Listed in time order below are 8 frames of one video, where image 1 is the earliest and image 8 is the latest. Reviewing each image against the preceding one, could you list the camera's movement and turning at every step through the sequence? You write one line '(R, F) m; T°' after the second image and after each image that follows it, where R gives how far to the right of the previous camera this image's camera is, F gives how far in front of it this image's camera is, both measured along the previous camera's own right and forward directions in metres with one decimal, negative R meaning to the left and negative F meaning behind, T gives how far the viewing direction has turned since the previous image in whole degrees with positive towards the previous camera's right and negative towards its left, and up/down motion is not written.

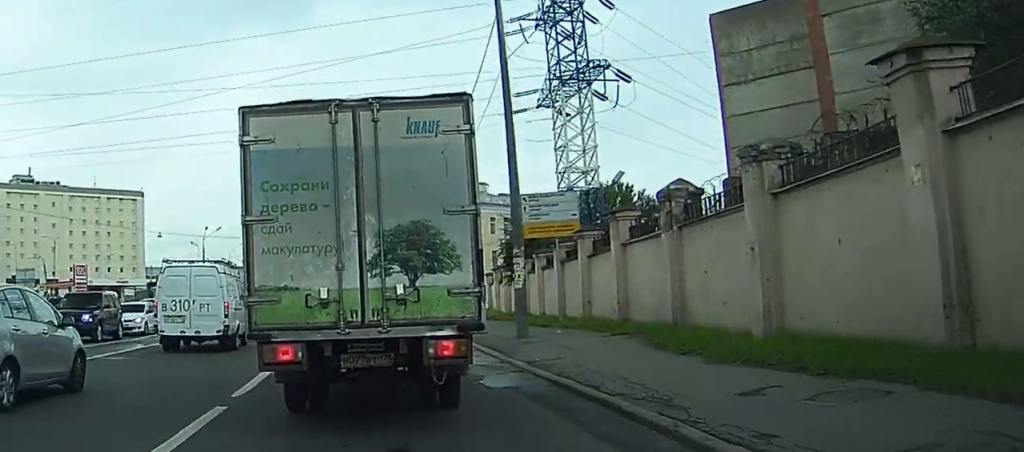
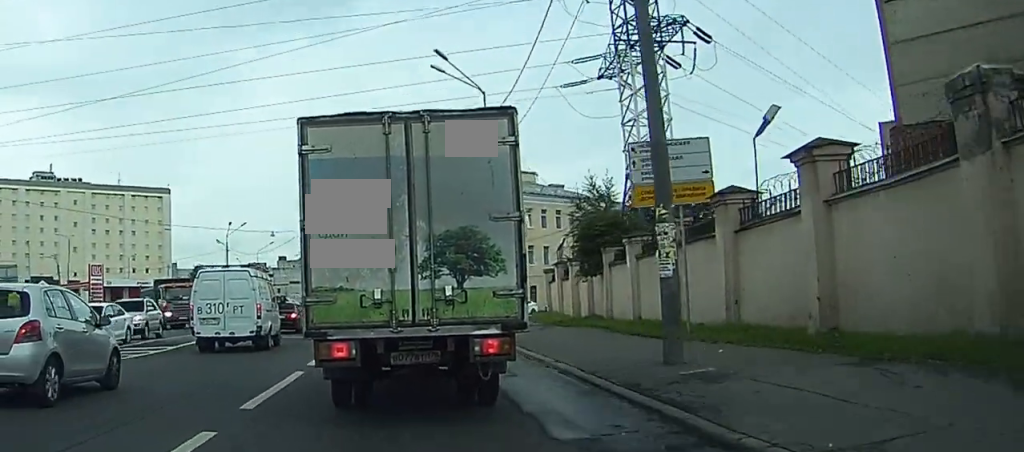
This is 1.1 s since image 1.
(0.0, +12.0) m; 0°
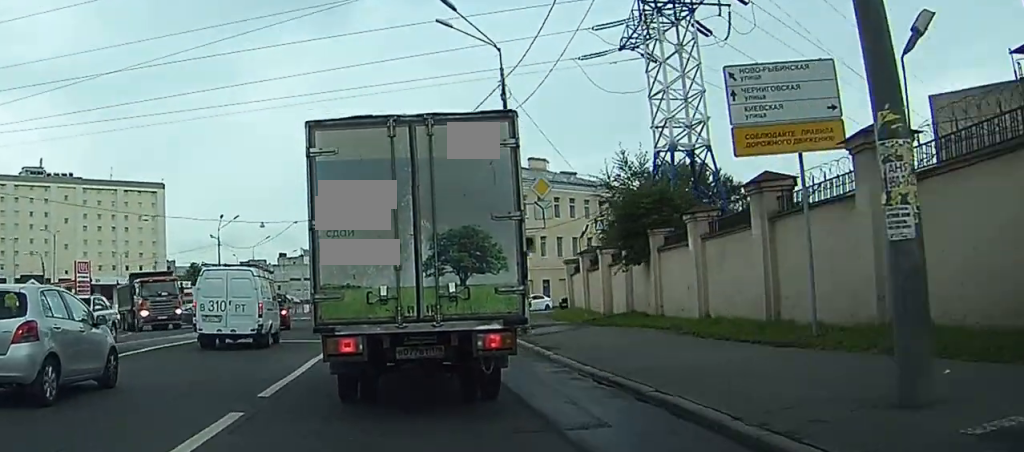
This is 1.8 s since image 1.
(+0.2, +8.1) m; -2°
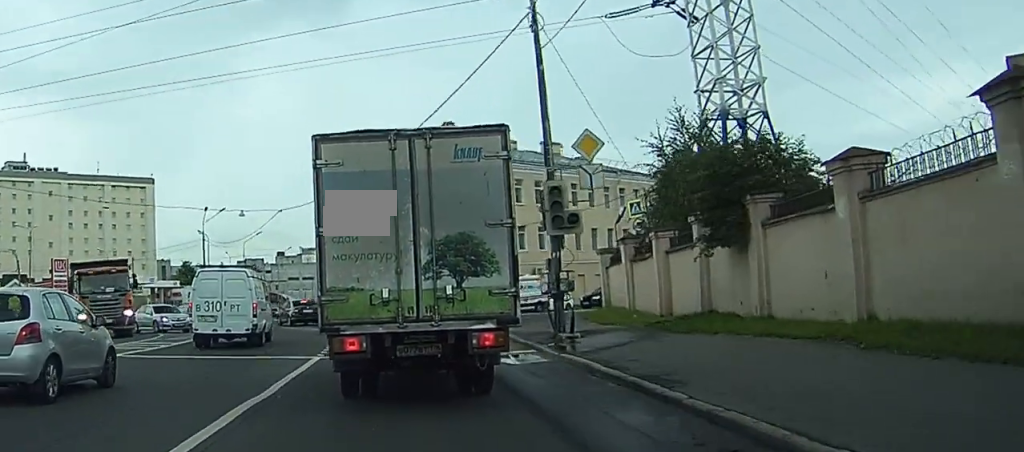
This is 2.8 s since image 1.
(-0.6, +11.5) m; -7°
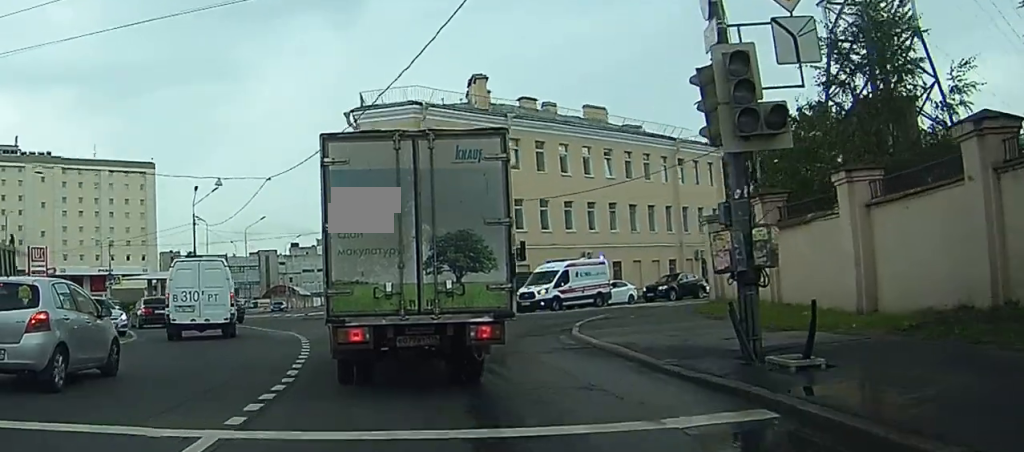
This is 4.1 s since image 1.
(+0.8, +13.5) m; +17°
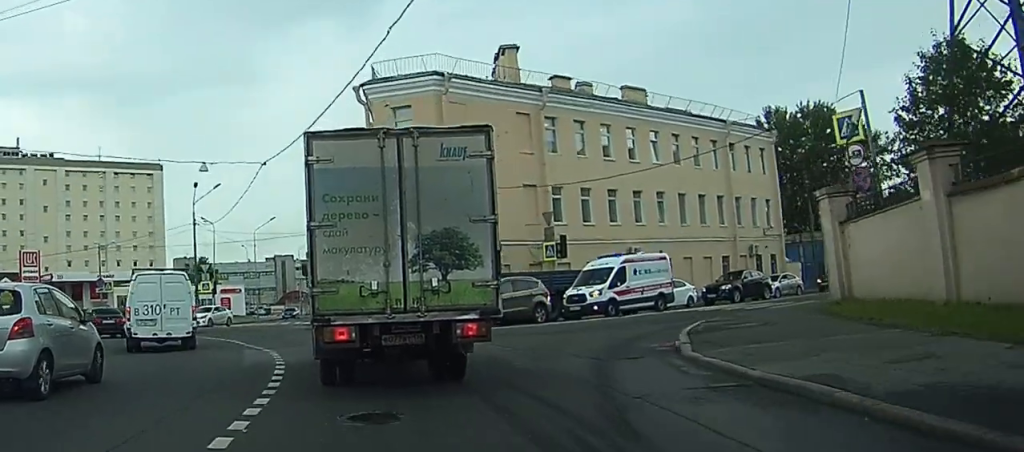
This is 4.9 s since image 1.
(+1.9, +5.2) m; +4°
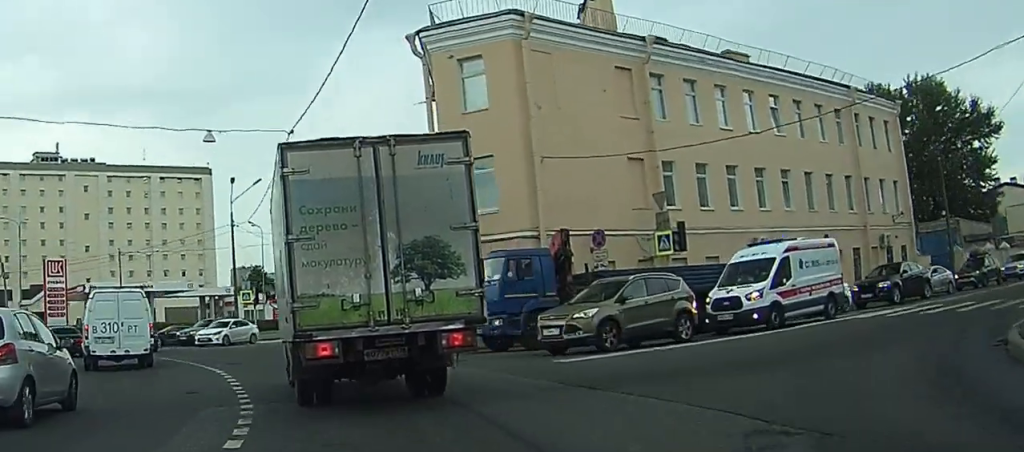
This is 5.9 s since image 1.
(-2.4, +10.2) m; -10°
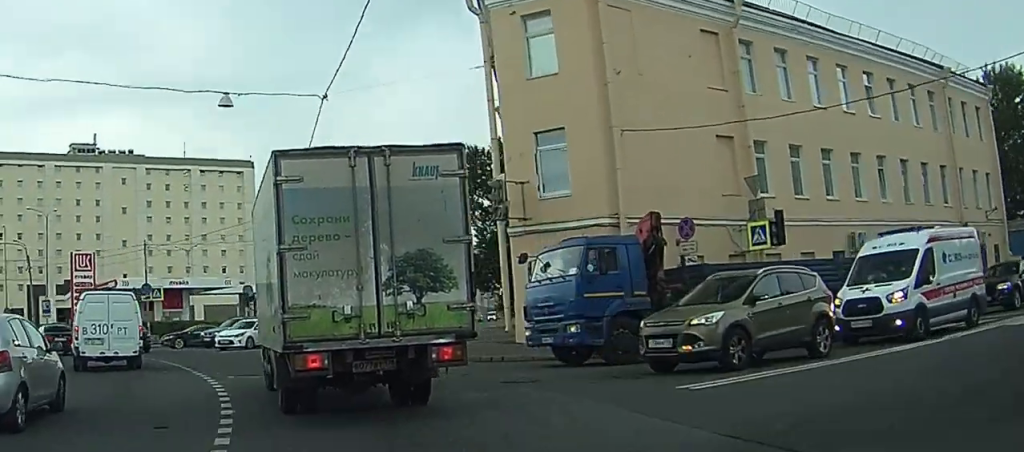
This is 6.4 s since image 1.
(+0.5, +4.9) m; 0°
